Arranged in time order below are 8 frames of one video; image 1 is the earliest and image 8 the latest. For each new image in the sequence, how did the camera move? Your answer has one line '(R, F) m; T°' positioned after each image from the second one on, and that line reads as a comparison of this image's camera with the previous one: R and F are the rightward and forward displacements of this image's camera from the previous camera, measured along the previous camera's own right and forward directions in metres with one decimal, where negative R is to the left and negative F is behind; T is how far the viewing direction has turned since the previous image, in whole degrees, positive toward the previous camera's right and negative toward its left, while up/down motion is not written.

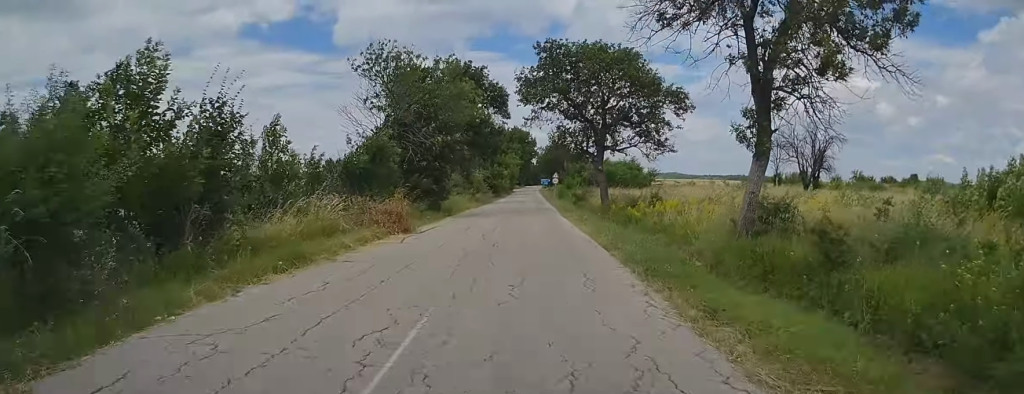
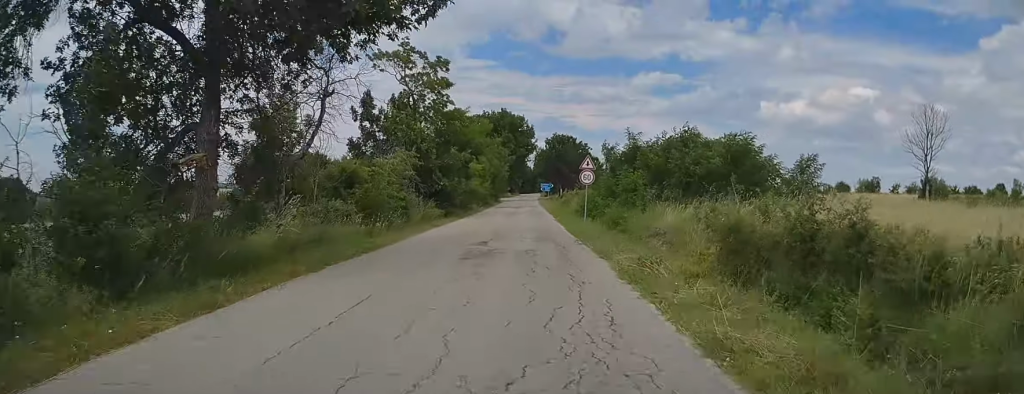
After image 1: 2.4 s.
(+0.2, +44.4) m; 0°
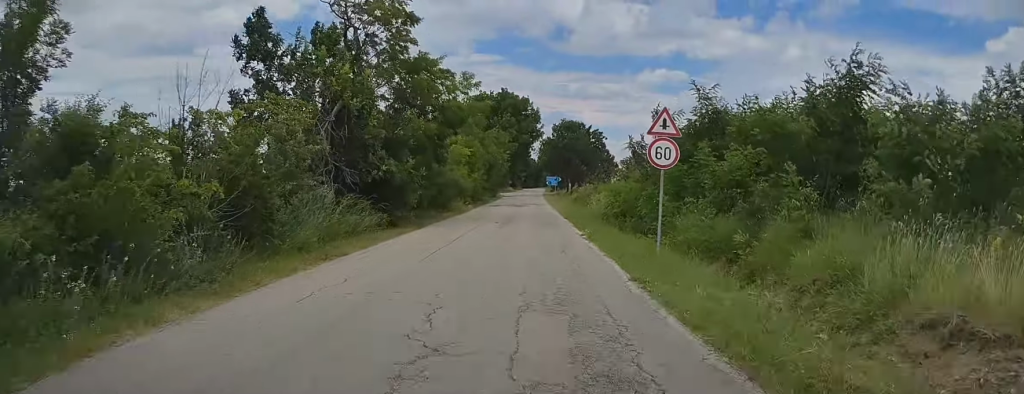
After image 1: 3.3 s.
(0.0, +15.2) m; 0°
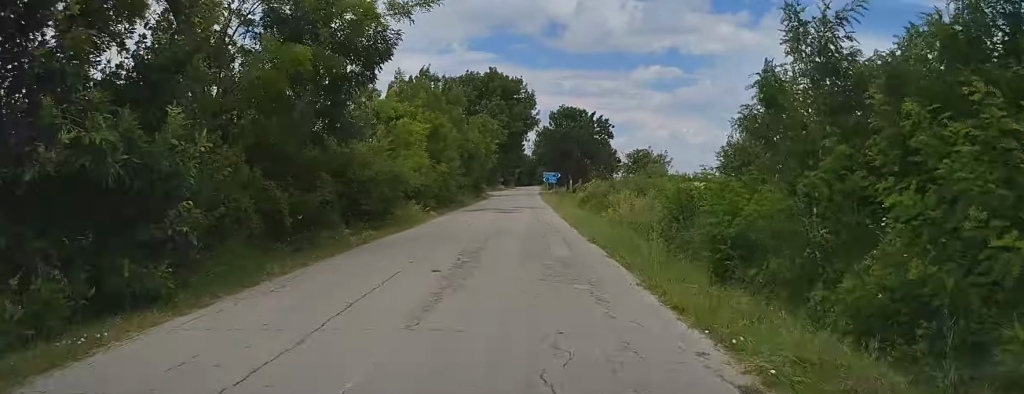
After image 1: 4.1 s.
(+0.1, +14.7) m; 0°
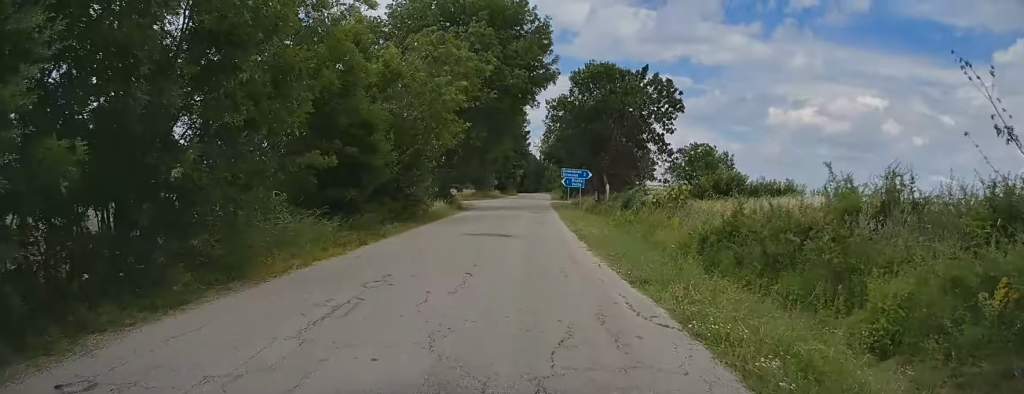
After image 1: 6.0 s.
(0.0, +35.1) m; 0°
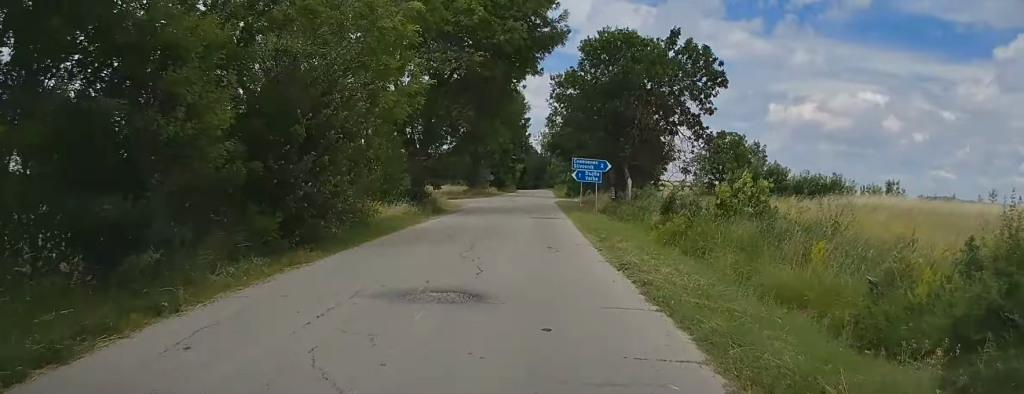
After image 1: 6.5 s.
(-0.1, +10.5) m; 0°
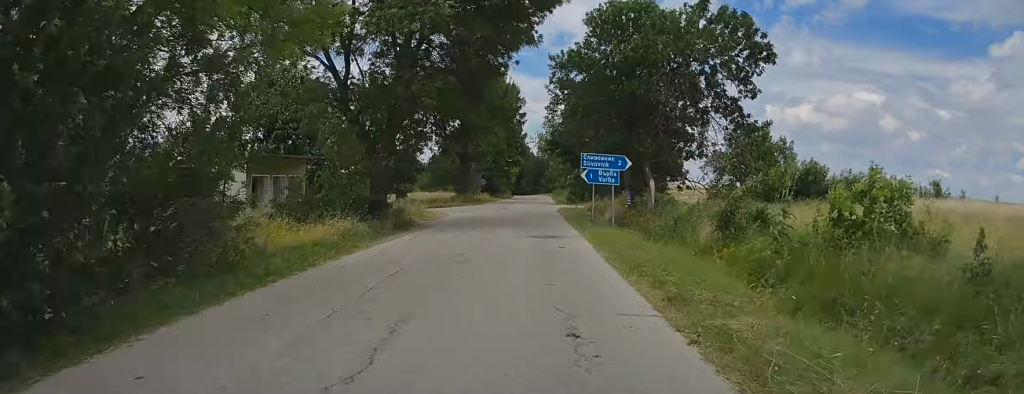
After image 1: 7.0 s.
(0.0, +8.0) m; 0°
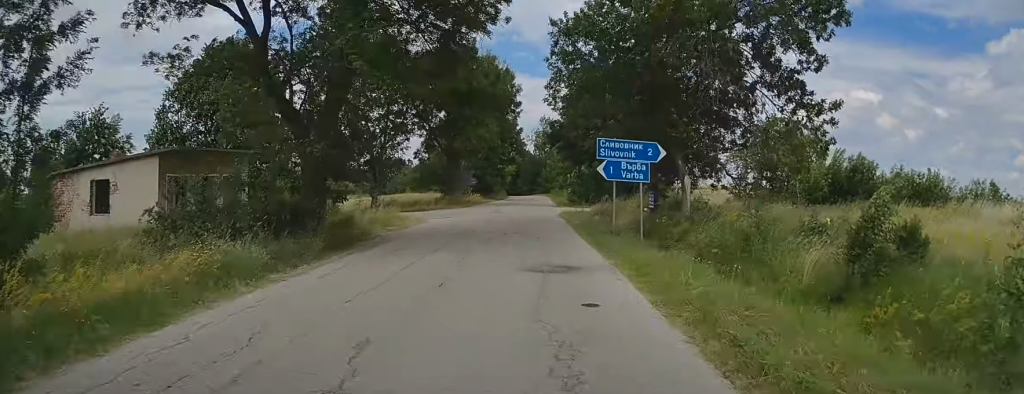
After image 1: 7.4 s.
(0.0, +7.4) m; 0°
